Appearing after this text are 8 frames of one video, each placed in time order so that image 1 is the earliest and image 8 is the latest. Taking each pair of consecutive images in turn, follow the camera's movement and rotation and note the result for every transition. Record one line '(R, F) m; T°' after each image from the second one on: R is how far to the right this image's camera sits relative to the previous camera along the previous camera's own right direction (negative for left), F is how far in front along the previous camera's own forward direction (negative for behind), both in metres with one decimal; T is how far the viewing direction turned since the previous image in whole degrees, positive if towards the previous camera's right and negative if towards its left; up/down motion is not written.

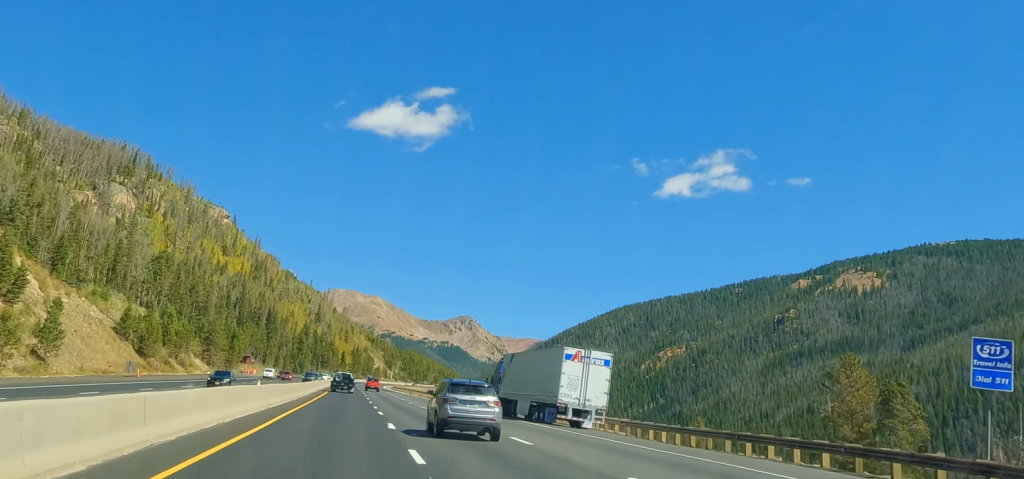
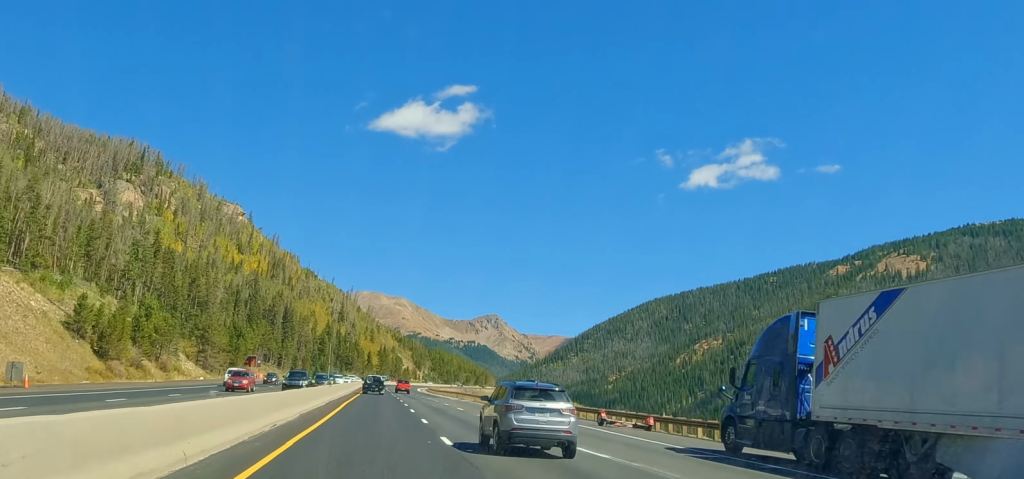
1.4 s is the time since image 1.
(-0.5, +39.6) m; 0°
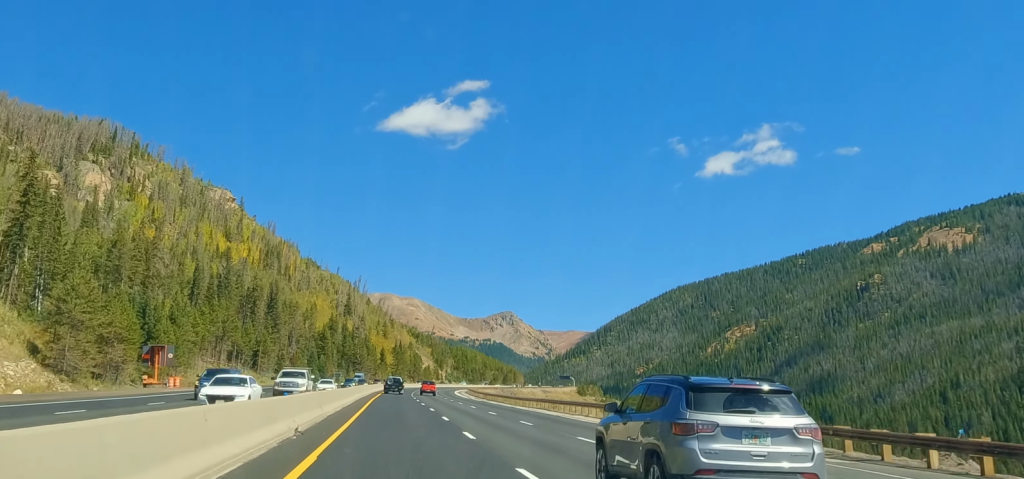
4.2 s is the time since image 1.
(+0.3, +81.8) m; 0°
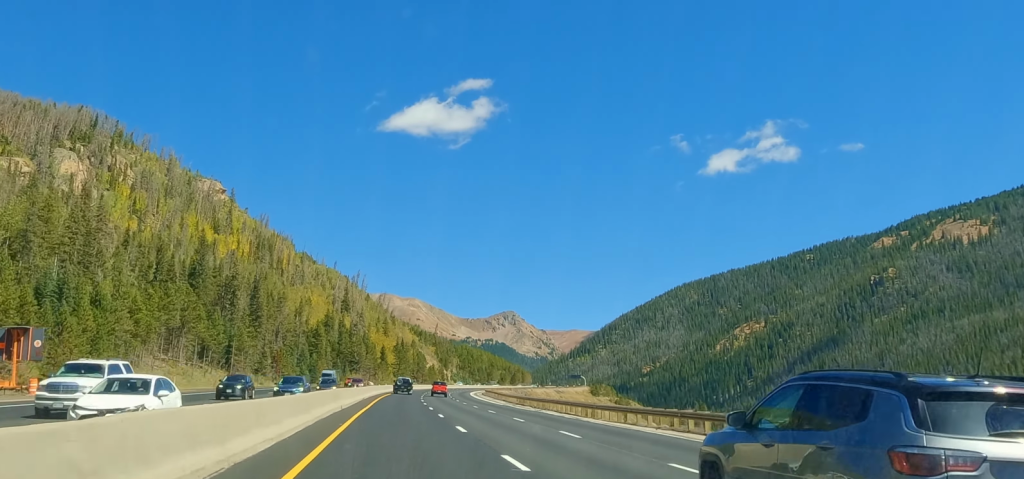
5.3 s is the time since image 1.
(-0.7, +34.4) m; 0°
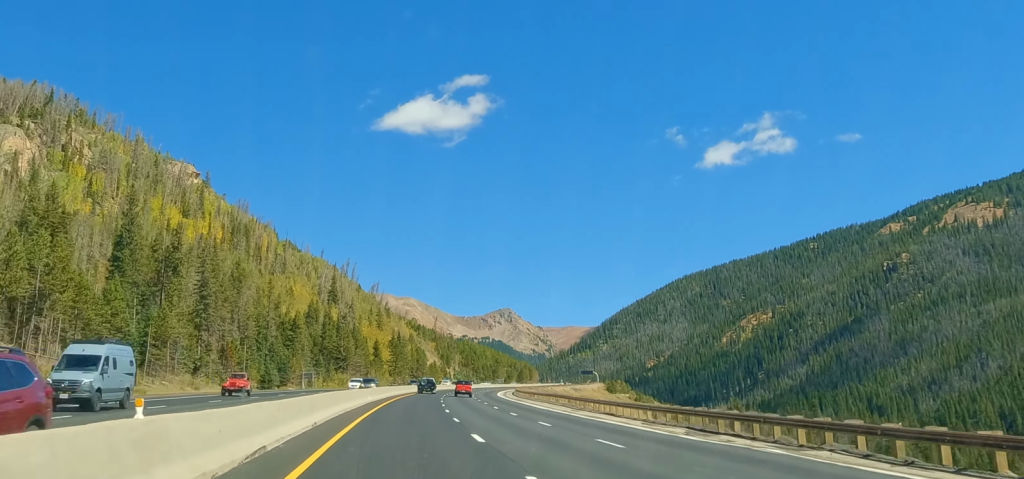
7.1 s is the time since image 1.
(+0.5, +53.0) m; +2°
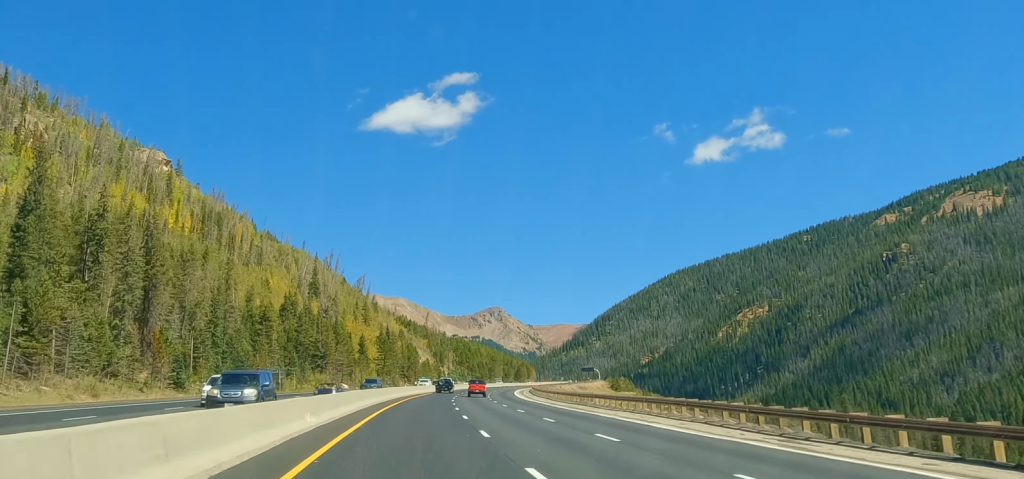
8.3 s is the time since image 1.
(+0.5, +35.2) m; +2°
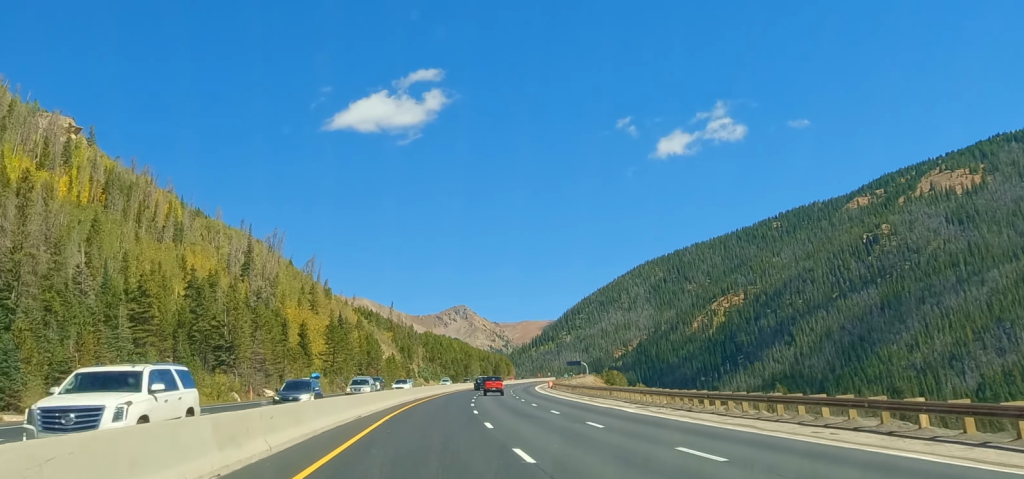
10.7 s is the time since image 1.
(+2.5, +69.4) m; +4°
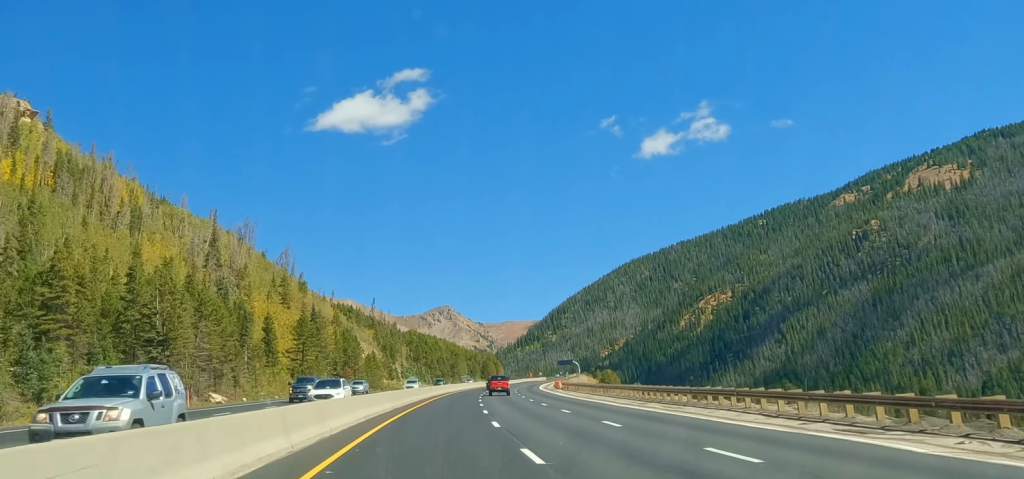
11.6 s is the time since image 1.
(+0.1, +25.4) m; +1°
